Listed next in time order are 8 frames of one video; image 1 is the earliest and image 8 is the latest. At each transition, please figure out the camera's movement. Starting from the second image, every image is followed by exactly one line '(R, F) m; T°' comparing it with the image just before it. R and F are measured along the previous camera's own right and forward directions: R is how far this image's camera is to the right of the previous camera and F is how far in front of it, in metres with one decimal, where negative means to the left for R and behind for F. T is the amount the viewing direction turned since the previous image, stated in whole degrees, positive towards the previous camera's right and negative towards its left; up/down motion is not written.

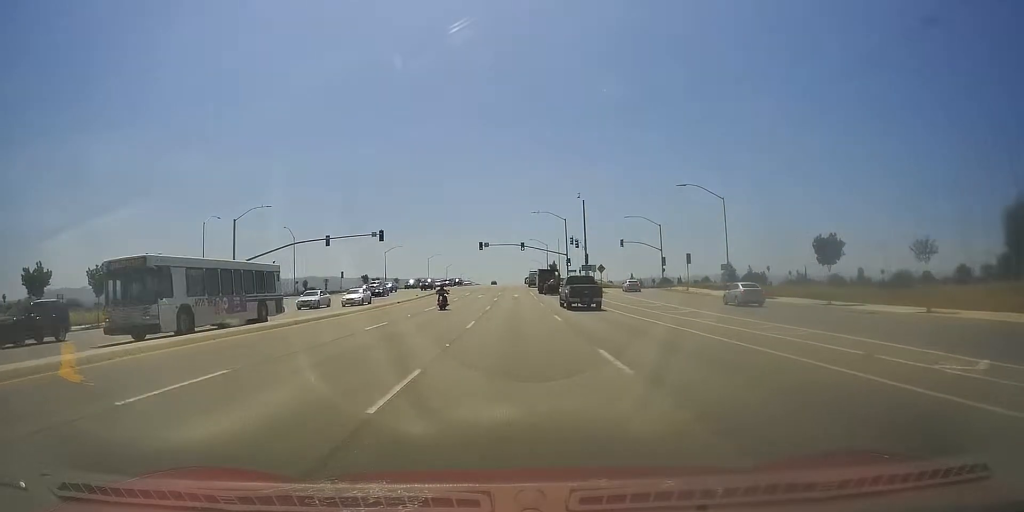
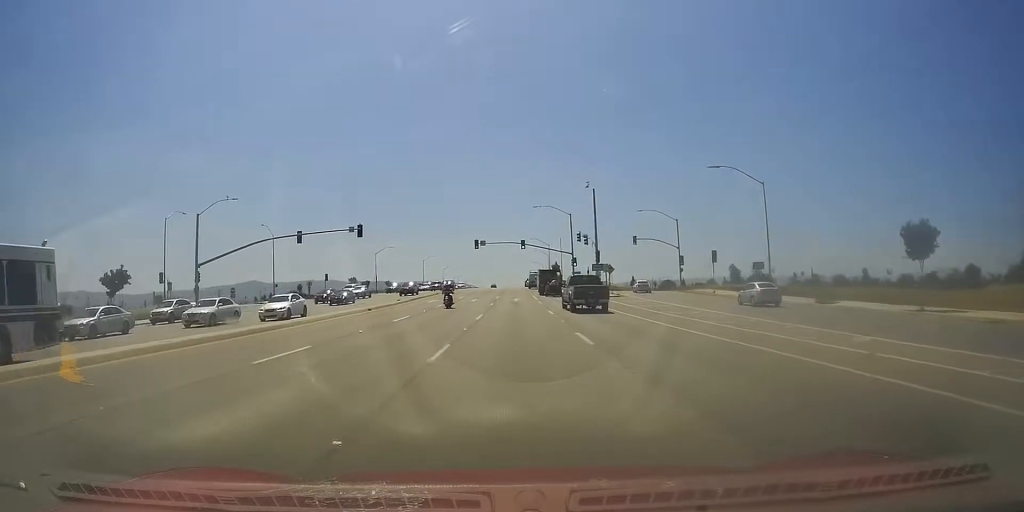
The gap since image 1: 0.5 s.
(+0.1, +9.7) m; +1°
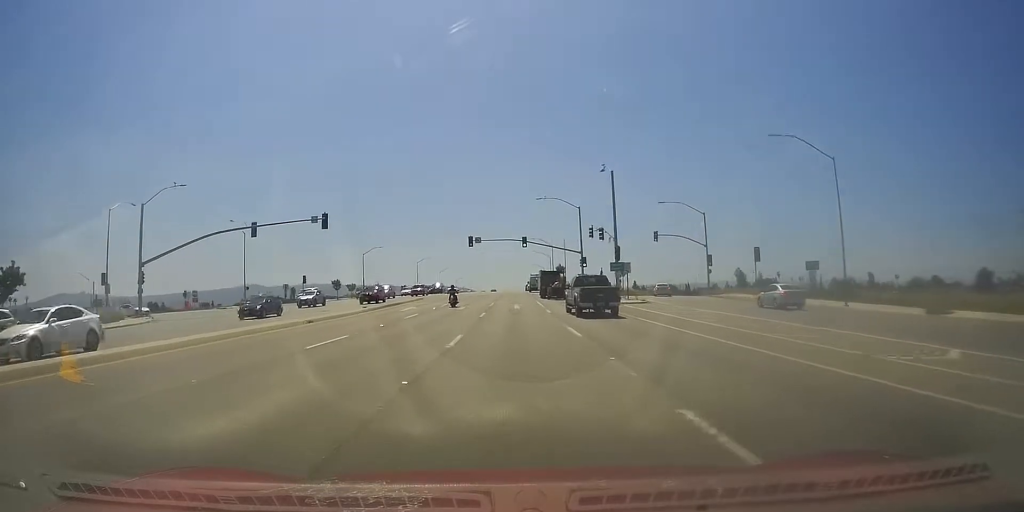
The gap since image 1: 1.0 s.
(0.0, +11.6) m; 0°
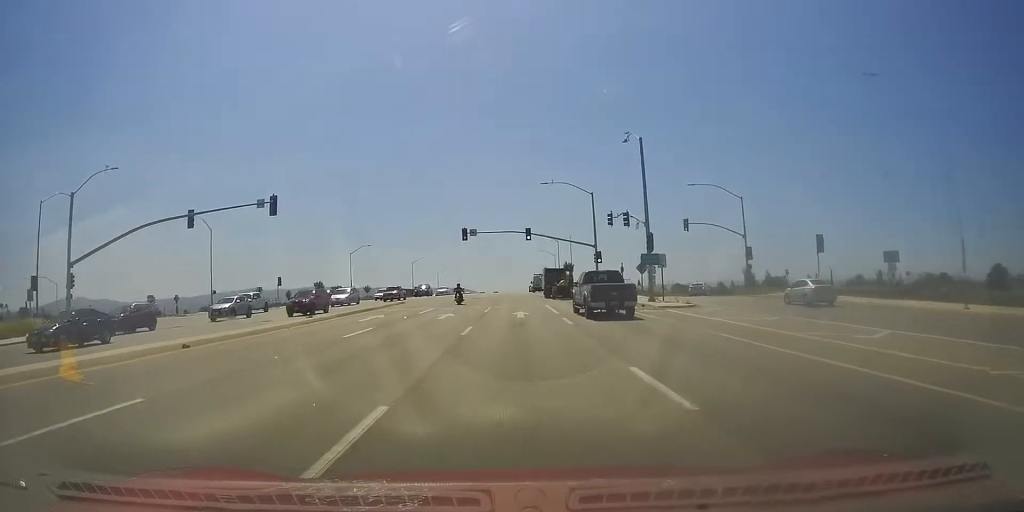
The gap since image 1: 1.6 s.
(0.0, +11.3) m; 0°
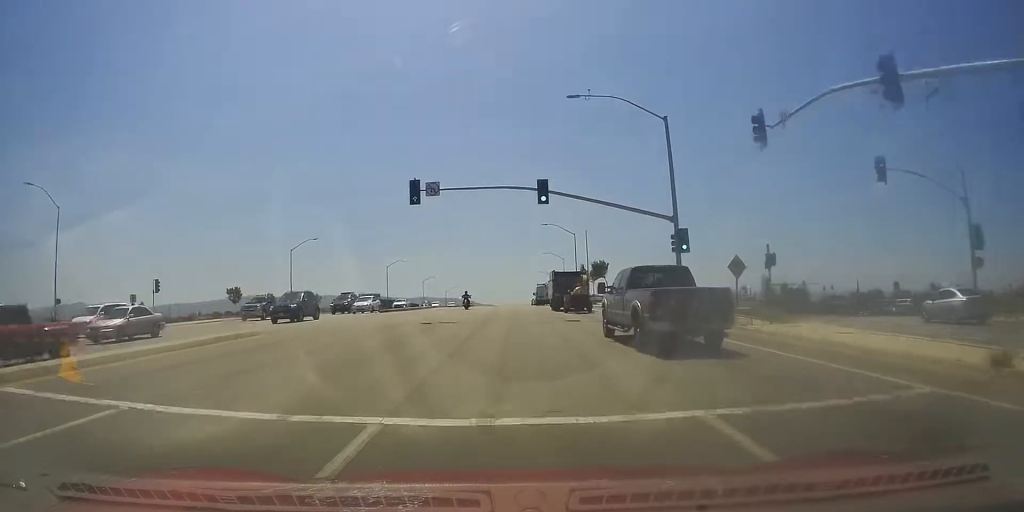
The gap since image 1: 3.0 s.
(-0.3, +31.3) m; -1°
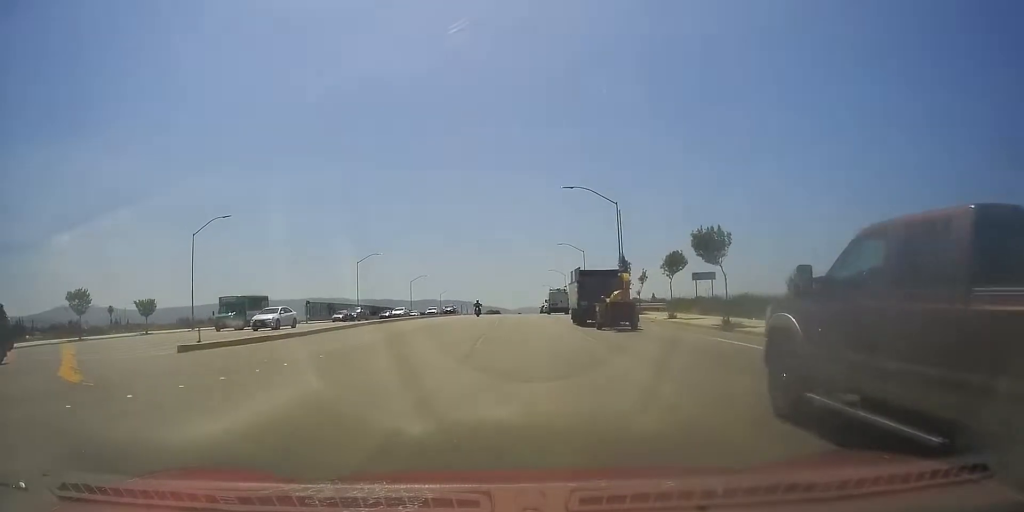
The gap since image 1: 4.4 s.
(+0.6, +29.2) m; 0°
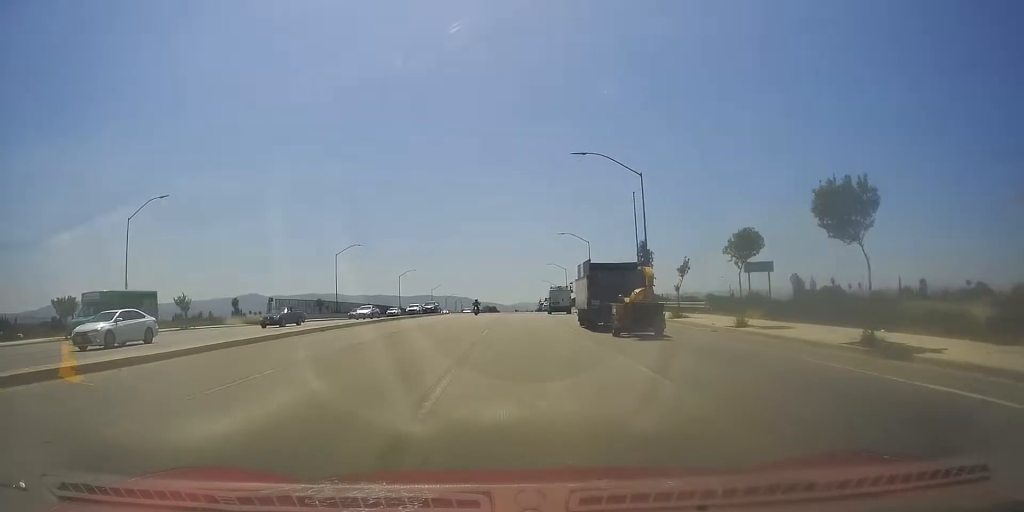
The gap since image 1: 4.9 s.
(-0.3, +10.8) m; 0°
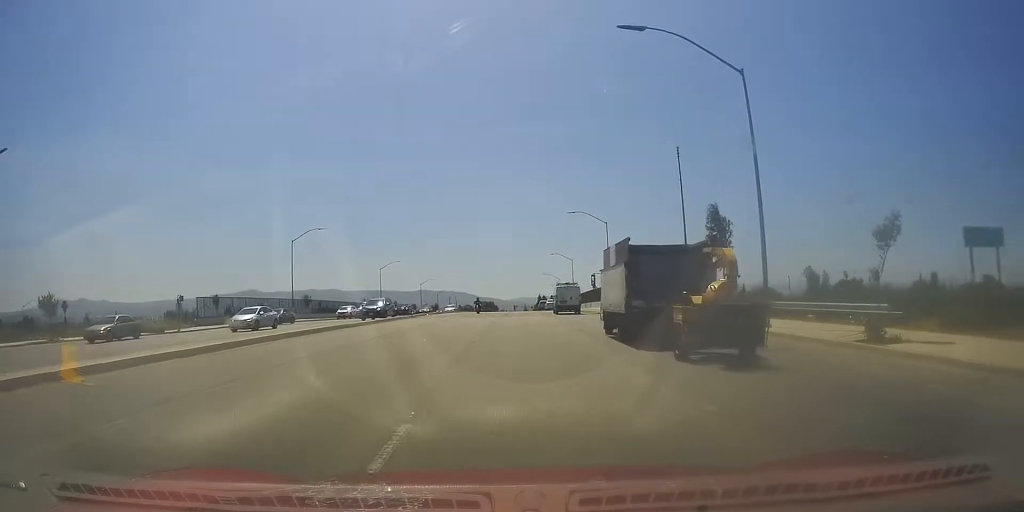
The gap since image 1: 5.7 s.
(-0.4, +18.4) m; 0°
